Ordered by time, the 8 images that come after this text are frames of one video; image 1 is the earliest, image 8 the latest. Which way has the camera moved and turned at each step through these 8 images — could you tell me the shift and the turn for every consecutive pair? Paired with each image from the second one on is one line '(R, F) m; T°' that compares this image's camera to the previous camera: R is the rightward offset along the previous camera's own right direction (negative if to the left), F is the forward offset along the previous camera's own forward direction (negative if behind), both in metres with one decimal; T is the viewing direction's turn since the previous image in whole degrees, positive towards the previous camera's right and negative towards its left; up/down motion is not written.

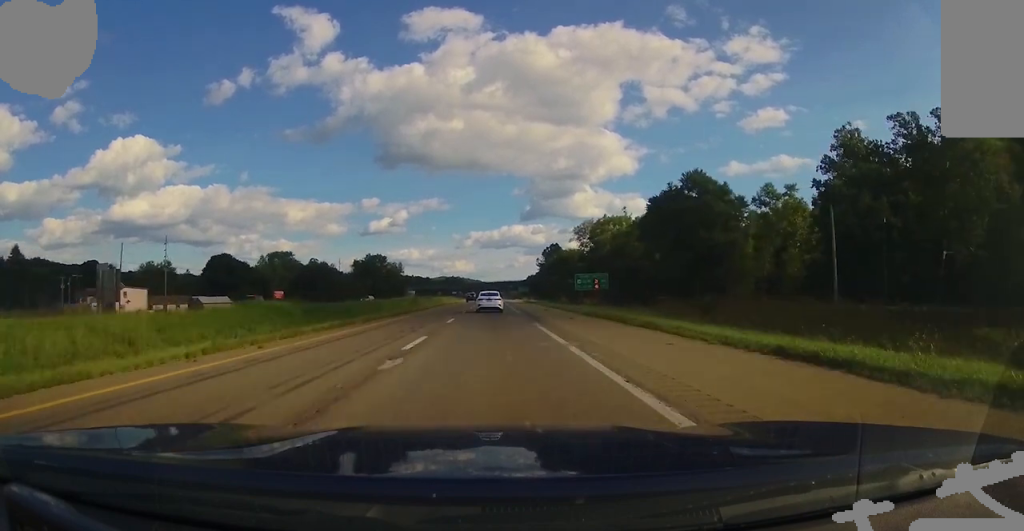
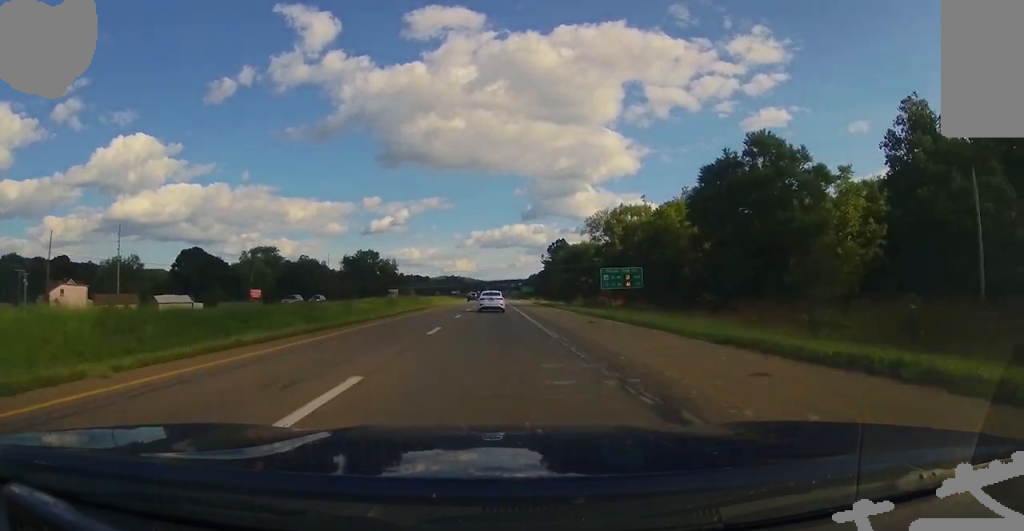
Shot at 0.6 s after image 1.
(0.0, +20.2) m; 0°
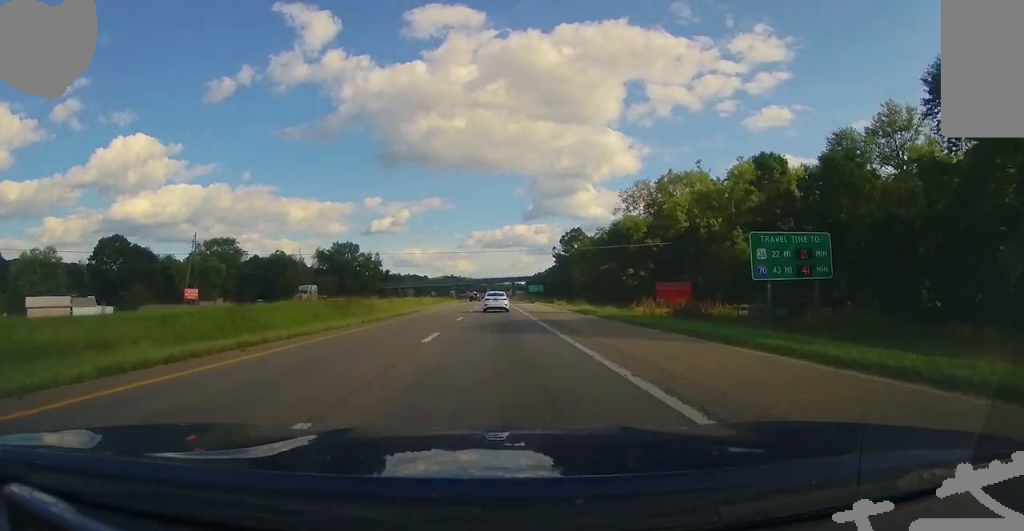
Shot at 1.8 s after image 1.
(-0.2, +40.2) m; -1°
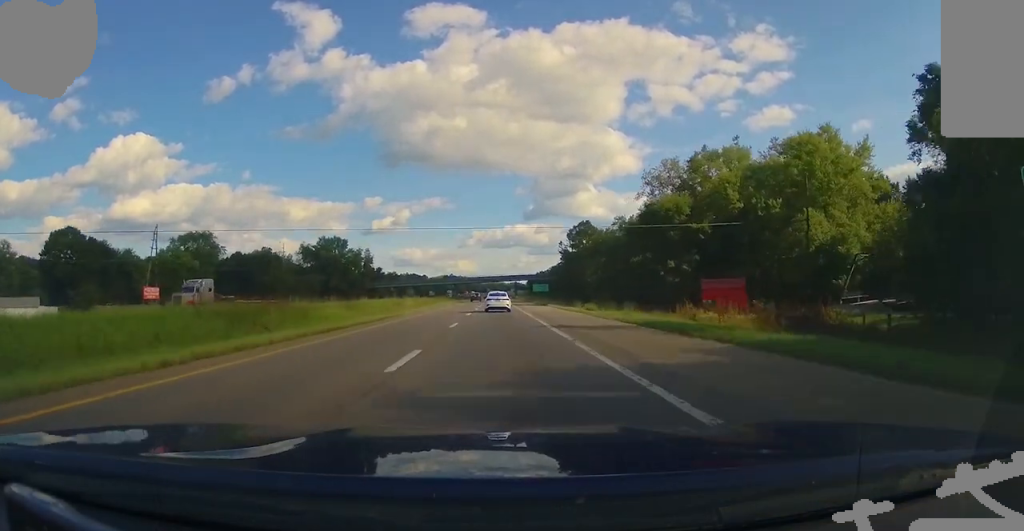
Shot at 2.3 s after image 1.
(-0.2, +17.8) m; 0°
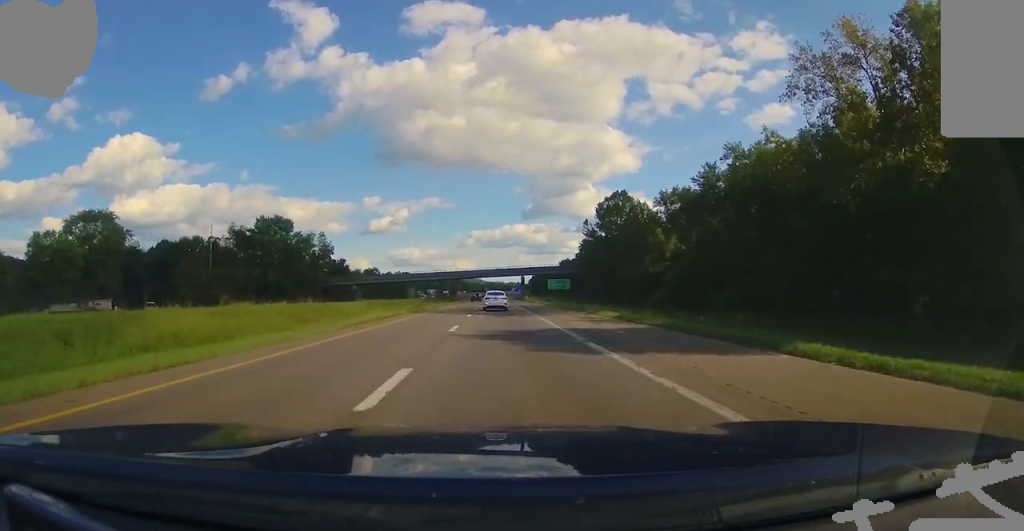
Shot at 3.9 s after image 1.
(+0.5, +52.6) m; +1°
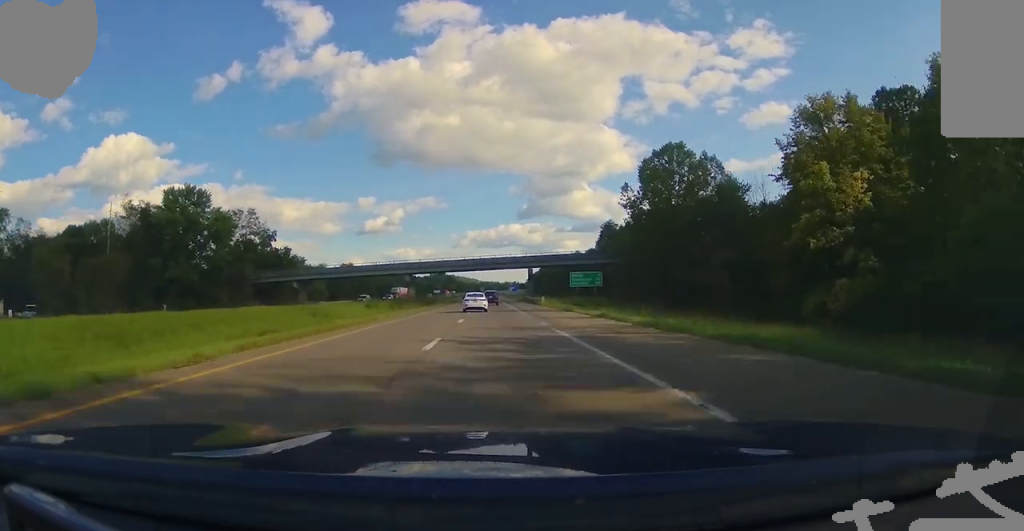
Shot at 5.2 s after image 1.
(+0.1, +42.5) m; 0°
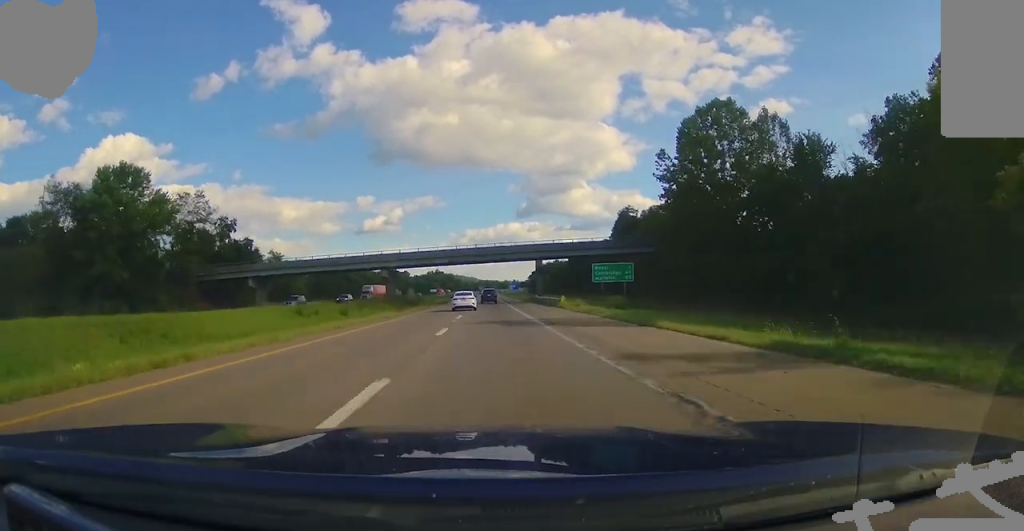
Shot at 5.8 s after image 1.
(0.0, +20.1) m; 0°
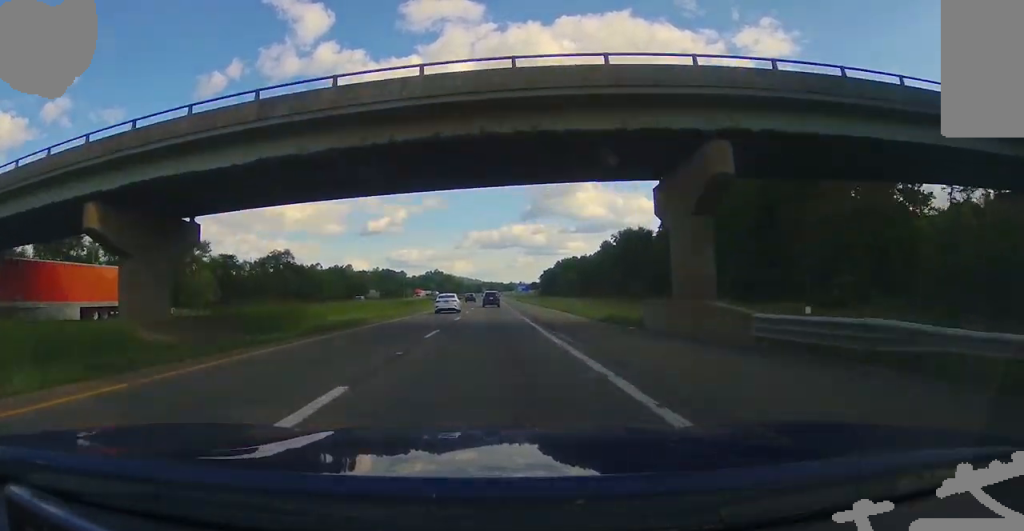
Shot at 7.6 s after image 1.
(+0.4, +61.3) m; 0°
